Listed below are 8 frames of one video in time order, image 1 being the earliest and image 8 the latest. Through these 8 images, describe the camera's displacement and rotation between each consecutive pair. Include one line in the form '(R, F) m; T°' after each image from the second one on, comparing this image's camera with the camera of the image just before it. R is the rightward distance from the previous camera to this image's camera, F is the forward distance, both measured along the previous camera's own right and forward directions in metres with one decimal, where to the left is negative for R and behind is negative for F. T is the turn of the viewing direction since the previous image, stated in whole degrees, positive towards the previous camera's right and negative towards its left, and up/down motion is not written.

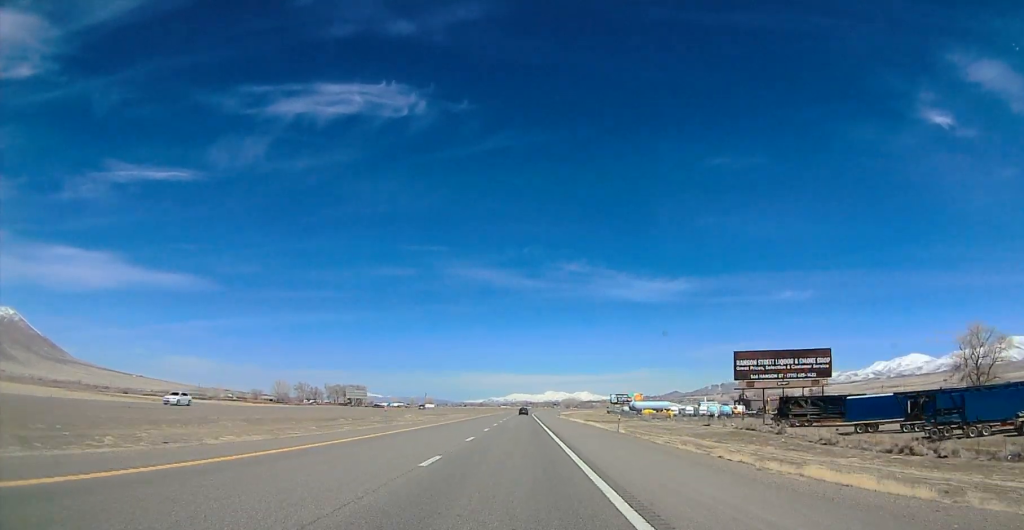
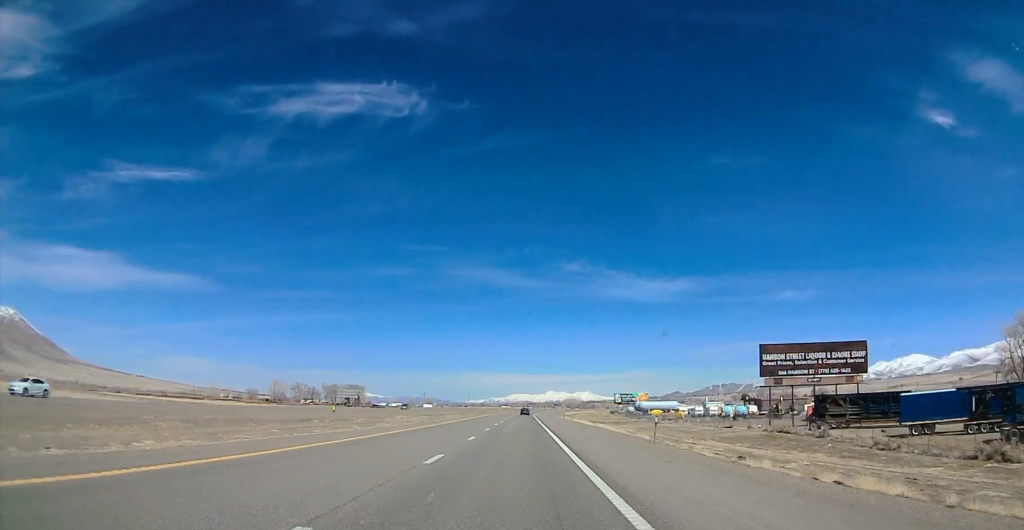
(-0.3, +11.4) m; +2°
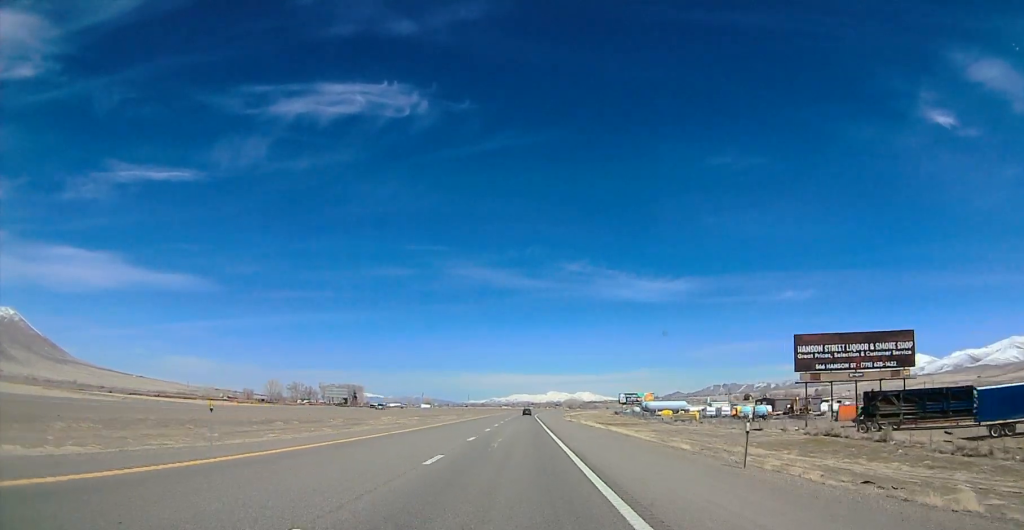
(+0.4, +12.3) m; +1°
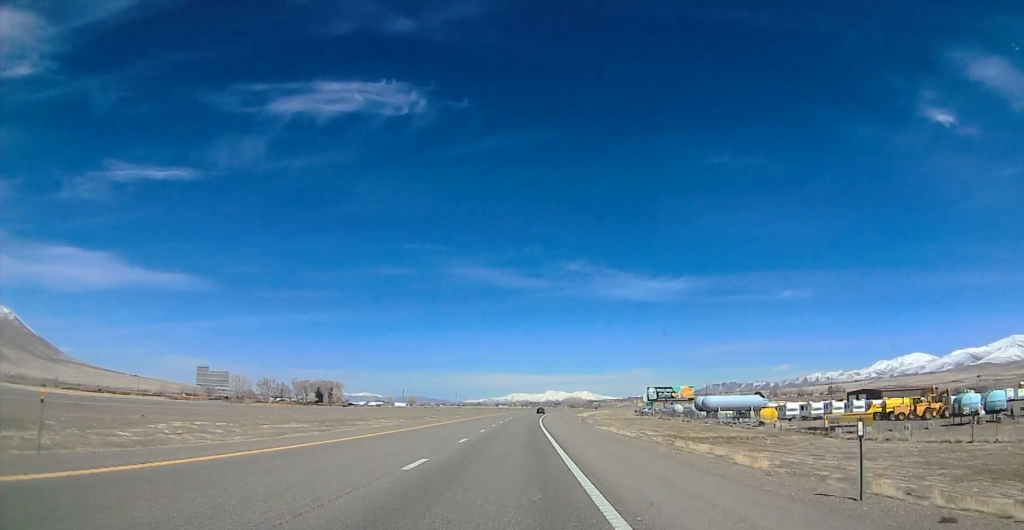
(-2.2, +74.4) m; 0°
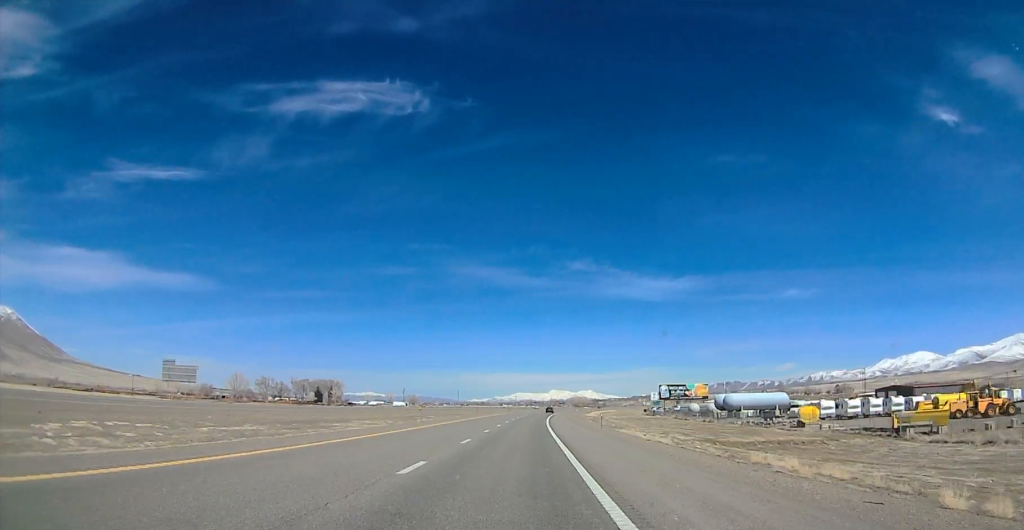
(+0.9, +13.2) m; 0°
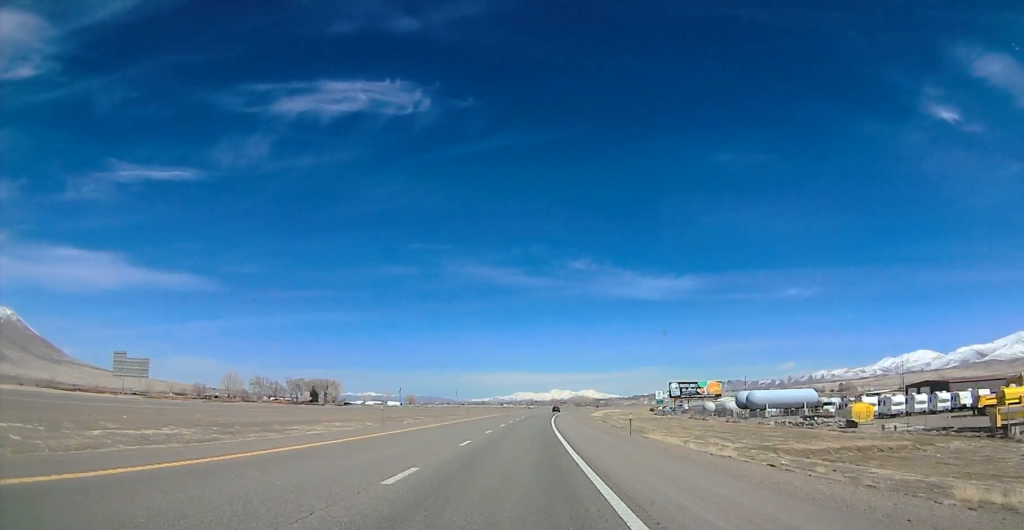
(+0.3, +14.1) m; 0°
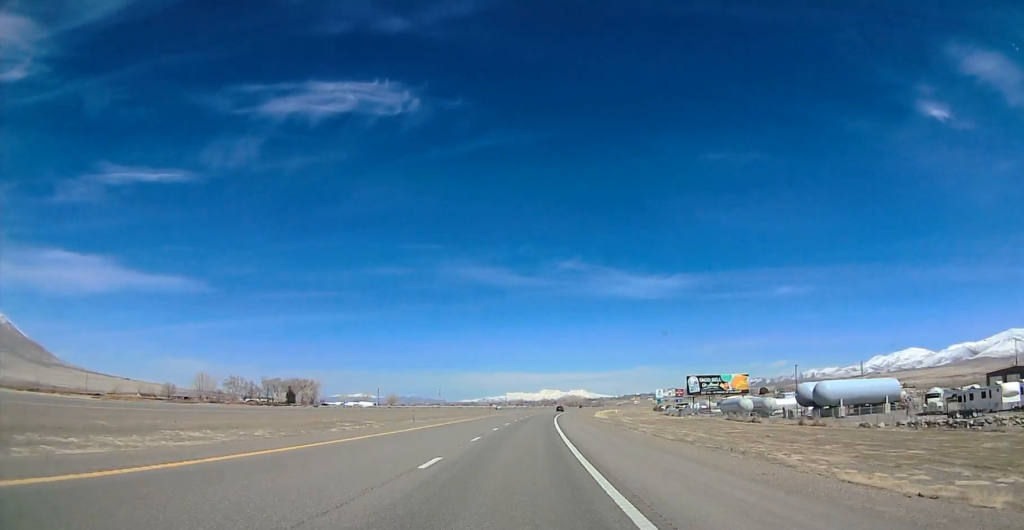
(-1.7, +33.6) m; -2°
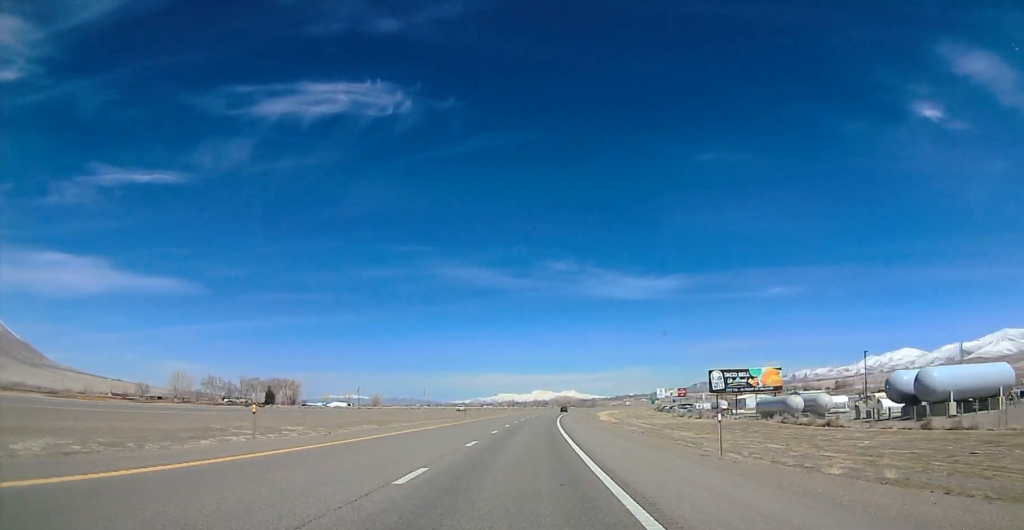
(+0.5, +27.2) m; +1°
